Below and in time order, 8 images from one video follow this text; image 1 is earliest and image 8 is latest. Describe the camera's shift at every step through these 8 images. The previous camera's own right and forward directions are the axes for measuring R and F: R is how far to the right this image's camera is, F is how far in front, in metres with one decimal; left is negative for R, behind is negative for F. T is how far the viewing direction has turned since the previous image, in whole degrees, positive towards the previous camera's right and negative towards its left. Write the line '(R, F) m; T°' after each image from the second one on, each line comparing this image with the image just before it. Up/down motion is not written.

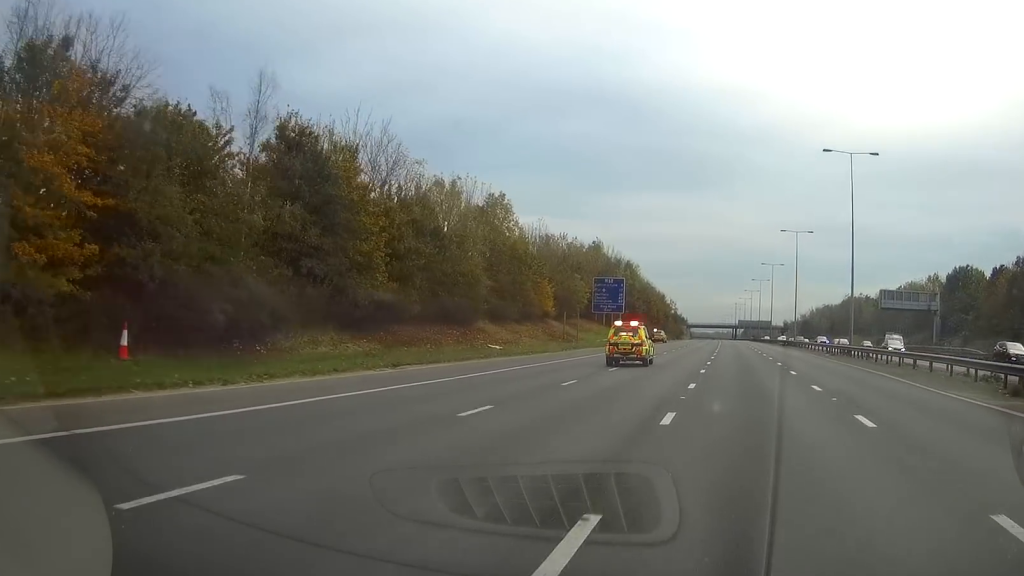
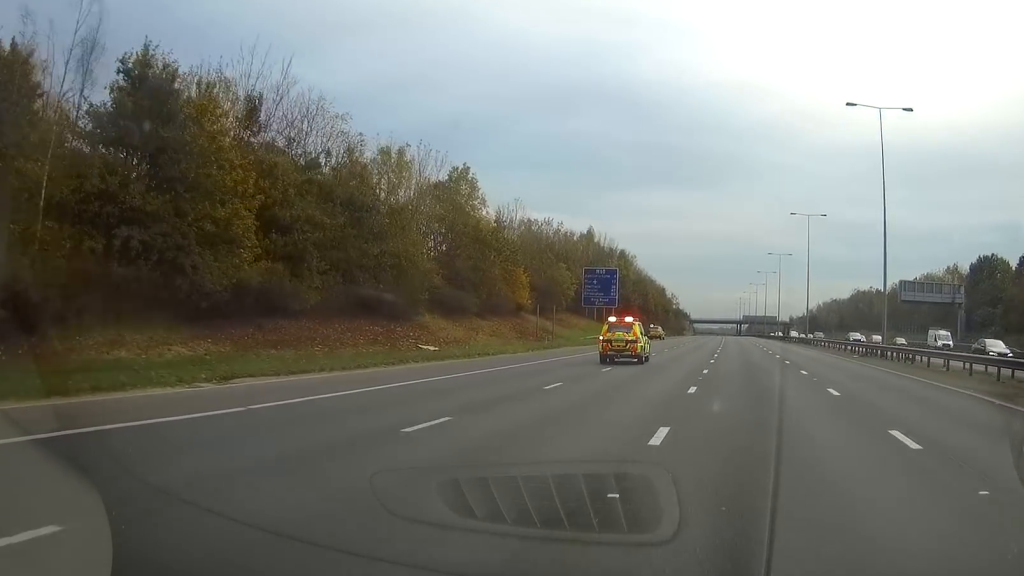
(0.0, +12.0) m; 0°
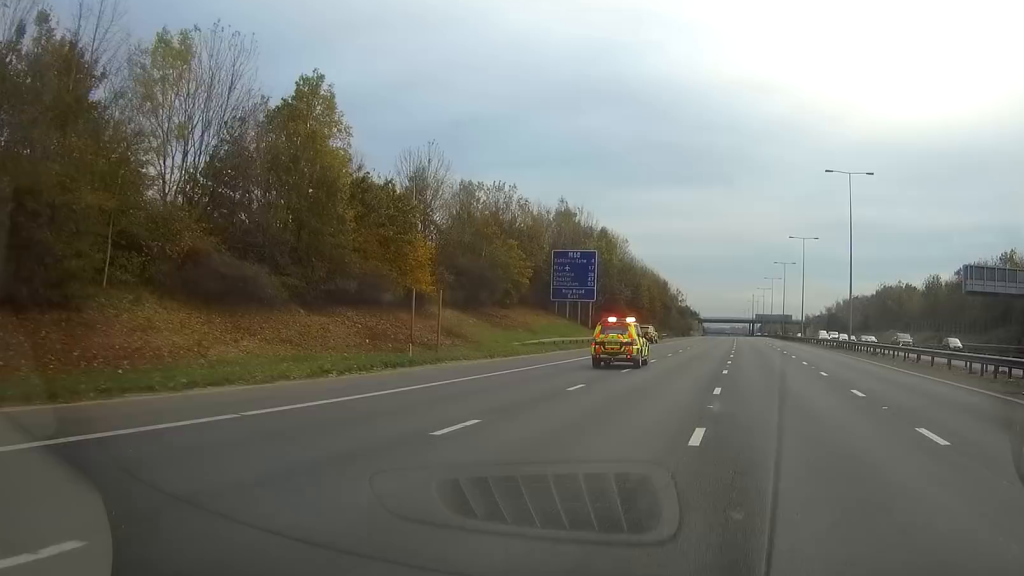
(-0.1, +27.2) m; -1°
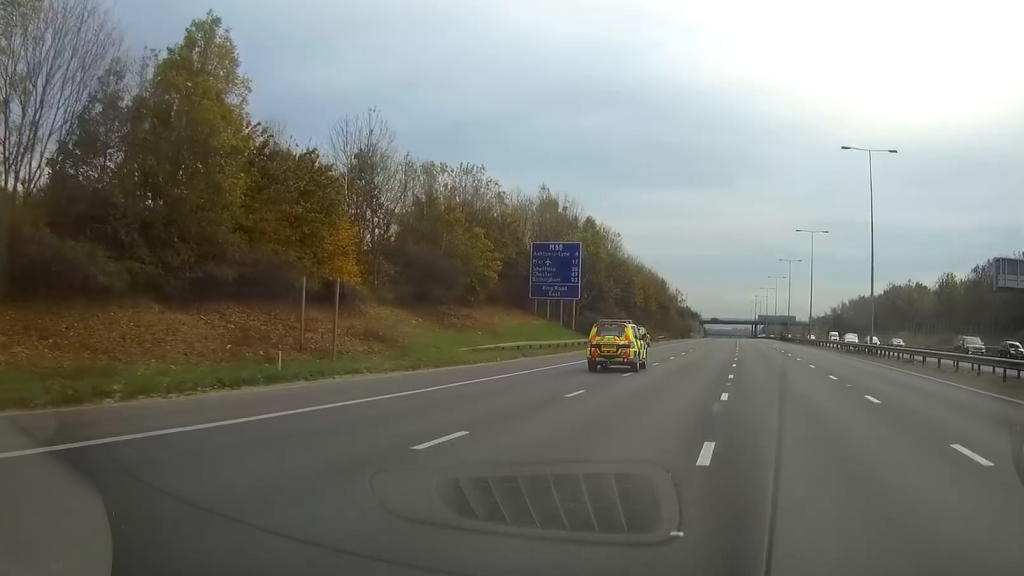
(0.0, +10.2) m; 0°
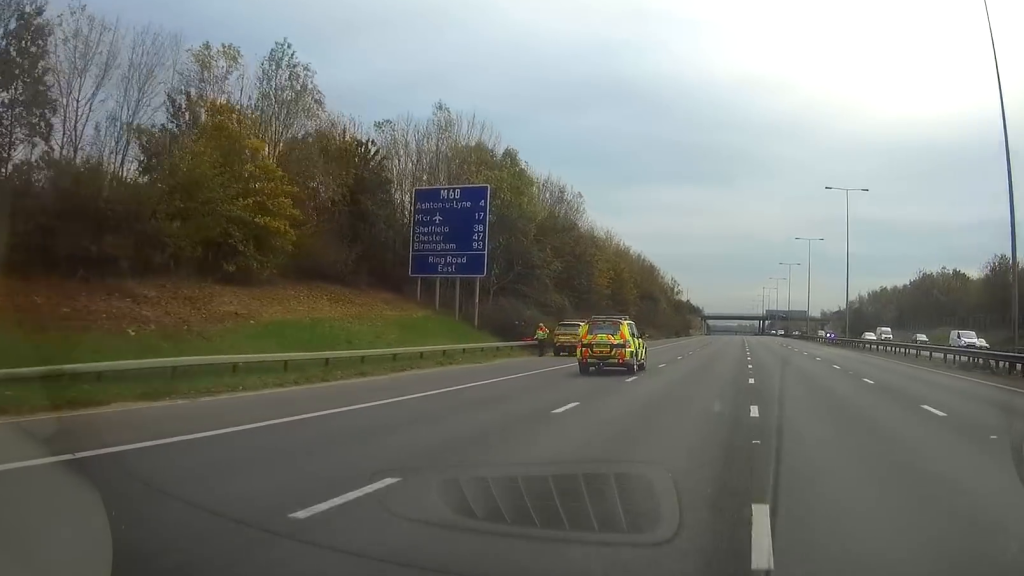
(-0.2, +31.1) m; 0°
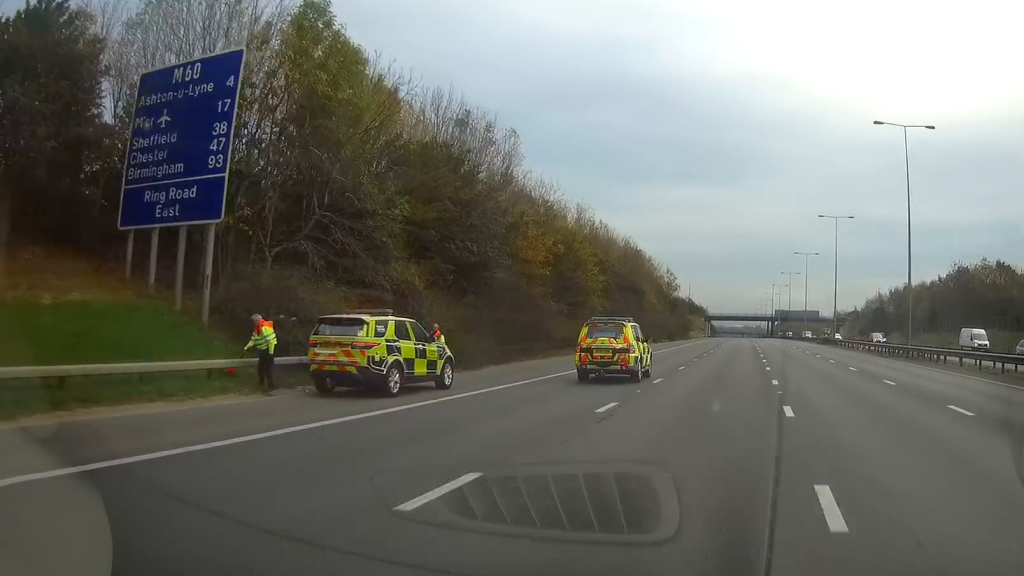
(0.0, +26.3) m; 0°
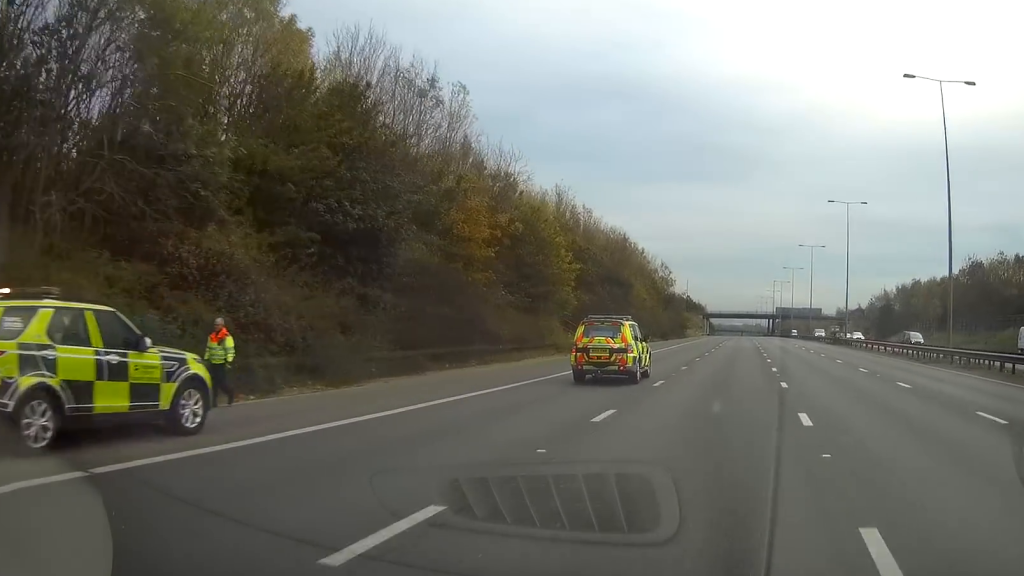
(0.0, +10.6) m; 0°
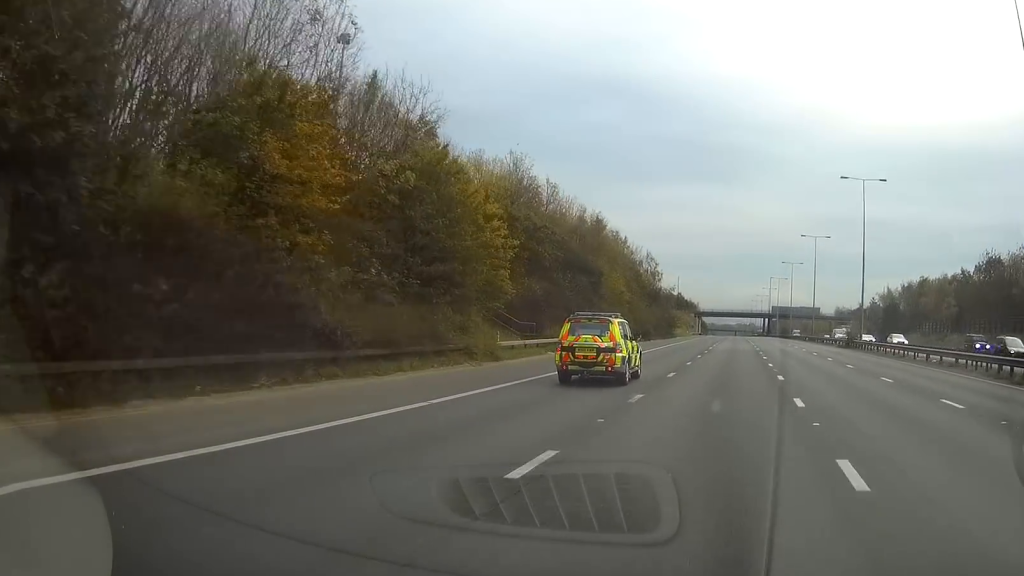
(0.0, +14.4) m; 0°
